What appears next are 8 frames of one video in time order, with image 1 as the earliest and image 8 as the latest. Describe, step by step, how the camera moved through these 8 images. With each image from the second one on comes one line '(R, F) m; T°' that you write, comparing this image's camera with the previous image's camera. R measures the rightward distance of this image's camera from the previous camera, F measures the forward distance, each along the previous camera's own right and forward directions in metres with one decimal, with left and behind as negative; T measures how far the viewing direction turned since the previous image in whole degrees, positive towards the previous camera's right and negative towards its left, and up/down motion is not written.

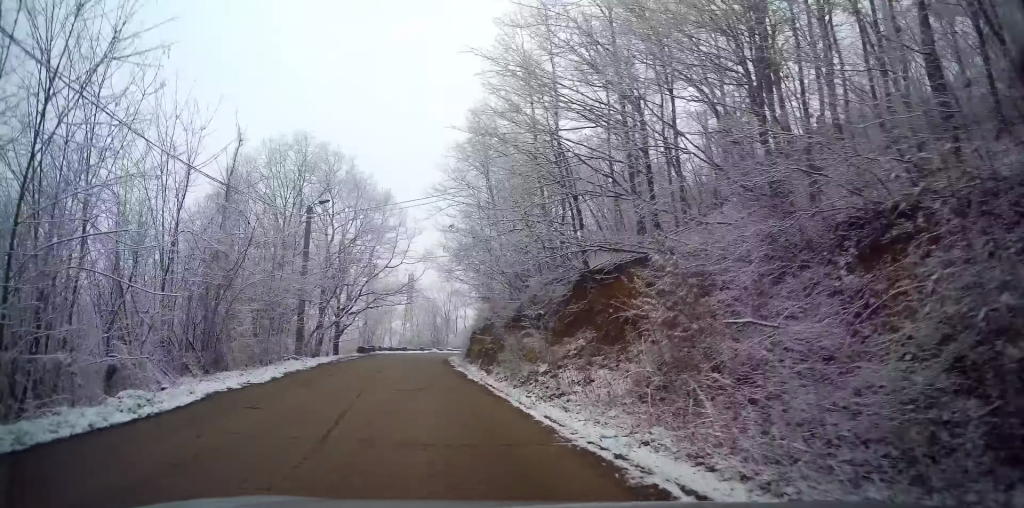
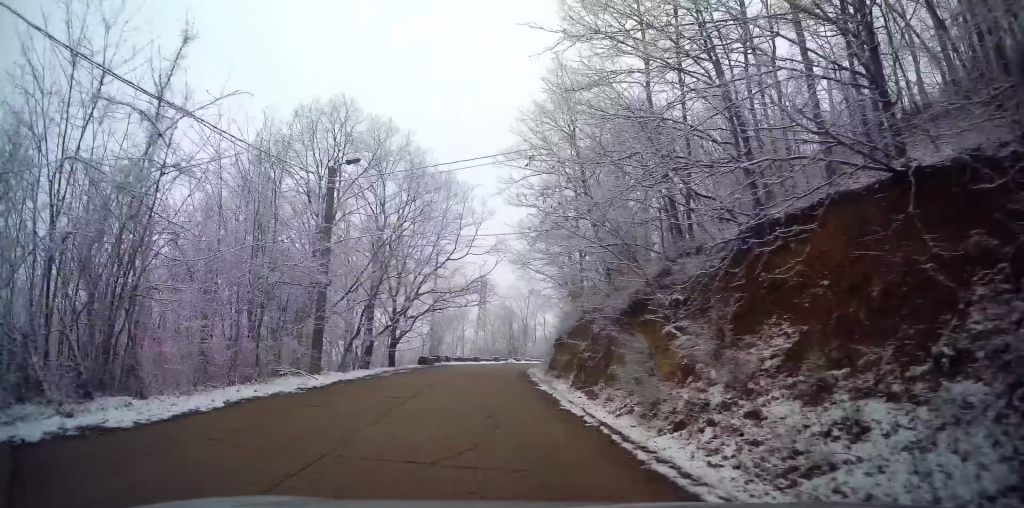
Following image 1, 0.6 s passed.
(-0.8, +8.3) m; -5°
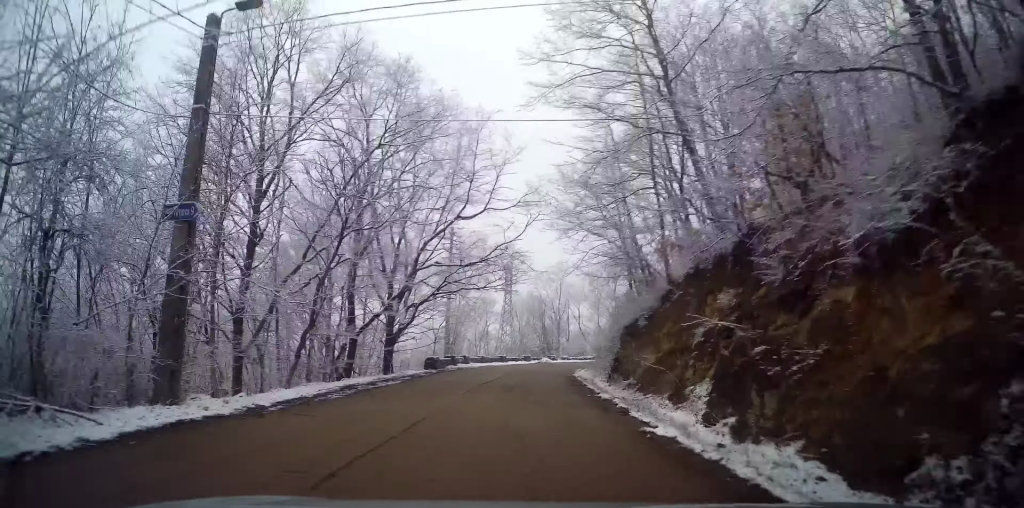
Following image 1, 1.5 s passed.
(-0.7, +10.9) m; -3°
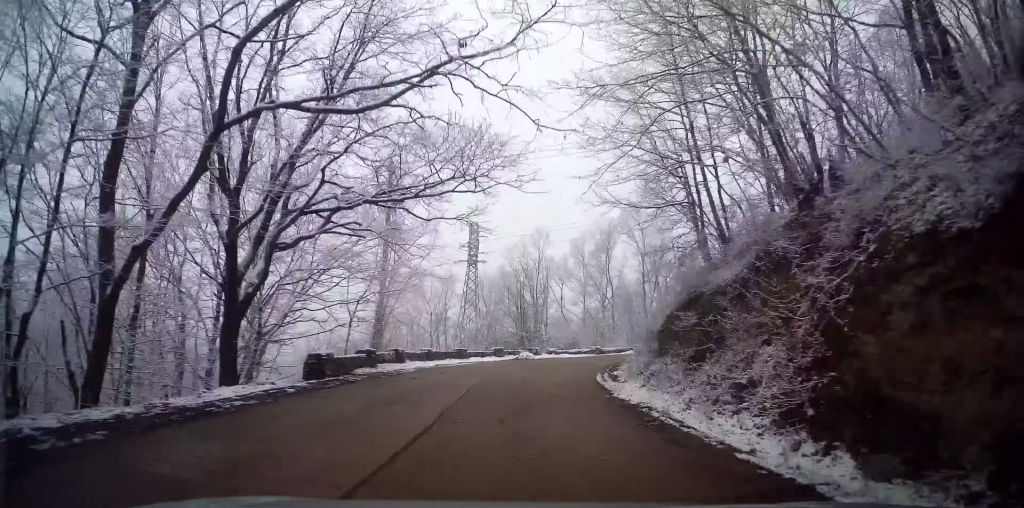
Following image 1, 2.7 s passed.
(+0.7, +16.0) m; +4°
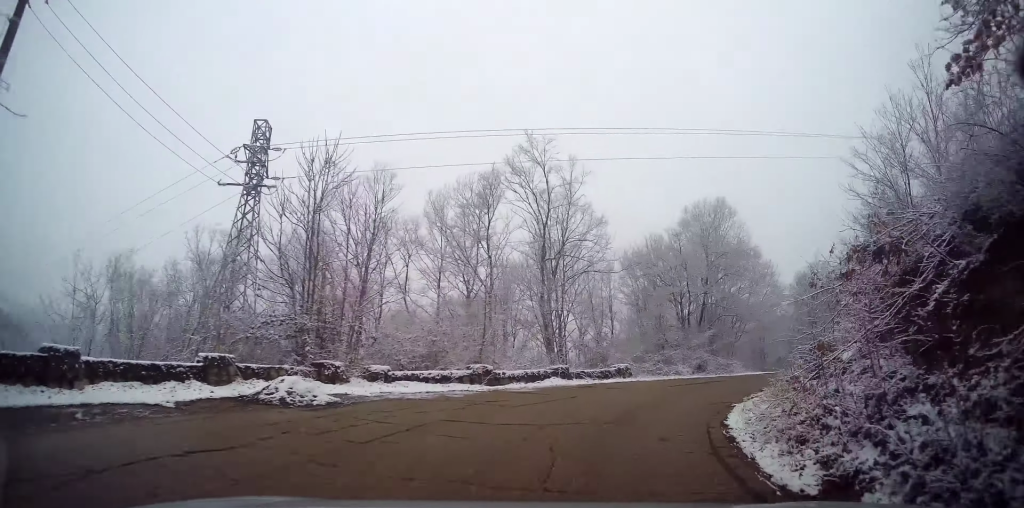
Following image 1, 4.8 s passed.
(+0.8, +22.9) m; +12°
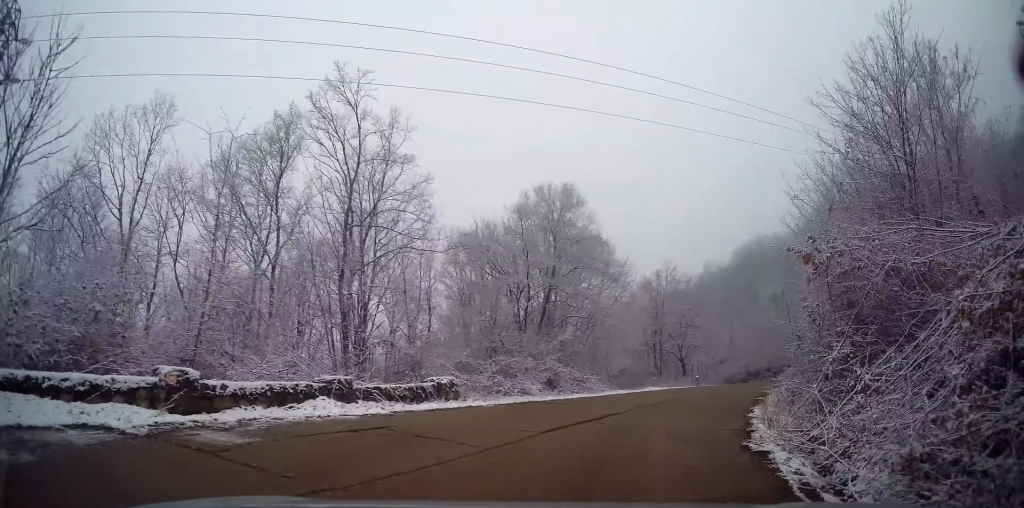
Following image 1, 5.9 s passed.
(+1.2, +9.3) m; +17°
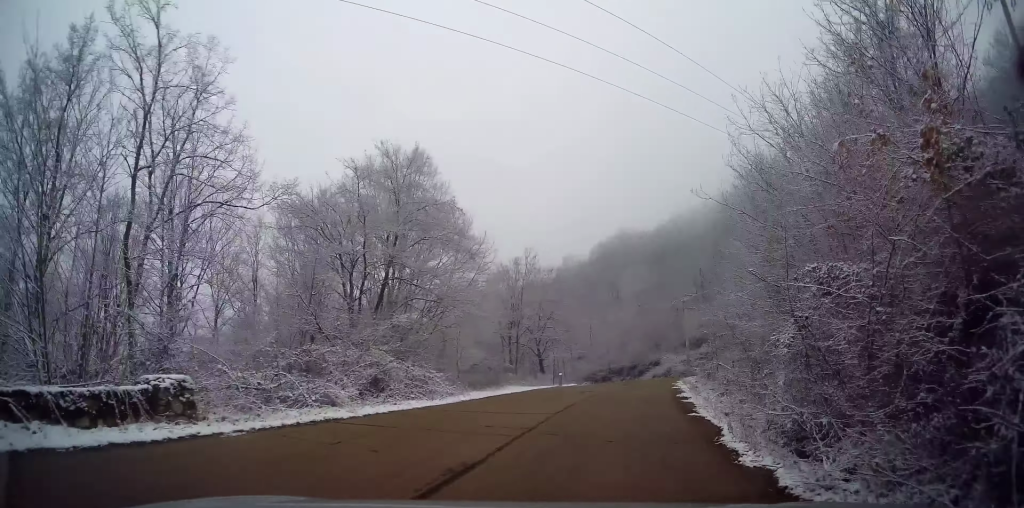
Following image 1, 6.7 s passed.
(+1.1, +7.1) m; +16°
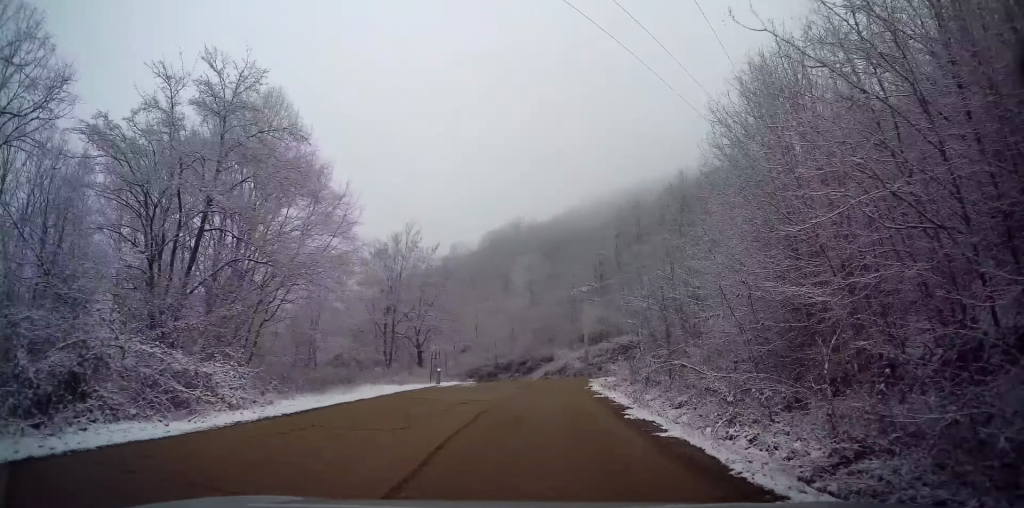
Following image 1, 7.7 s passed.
(+1.3, +7.8) m; +13°
